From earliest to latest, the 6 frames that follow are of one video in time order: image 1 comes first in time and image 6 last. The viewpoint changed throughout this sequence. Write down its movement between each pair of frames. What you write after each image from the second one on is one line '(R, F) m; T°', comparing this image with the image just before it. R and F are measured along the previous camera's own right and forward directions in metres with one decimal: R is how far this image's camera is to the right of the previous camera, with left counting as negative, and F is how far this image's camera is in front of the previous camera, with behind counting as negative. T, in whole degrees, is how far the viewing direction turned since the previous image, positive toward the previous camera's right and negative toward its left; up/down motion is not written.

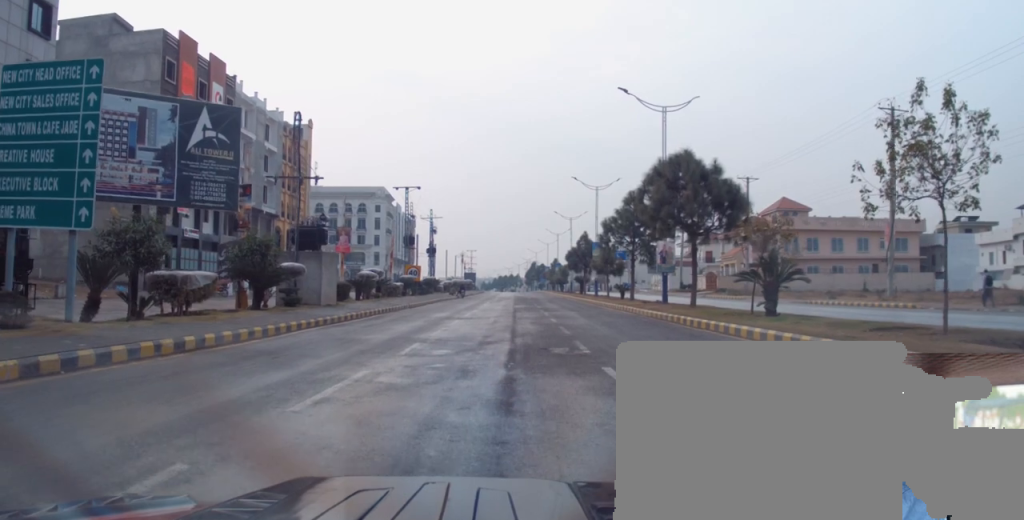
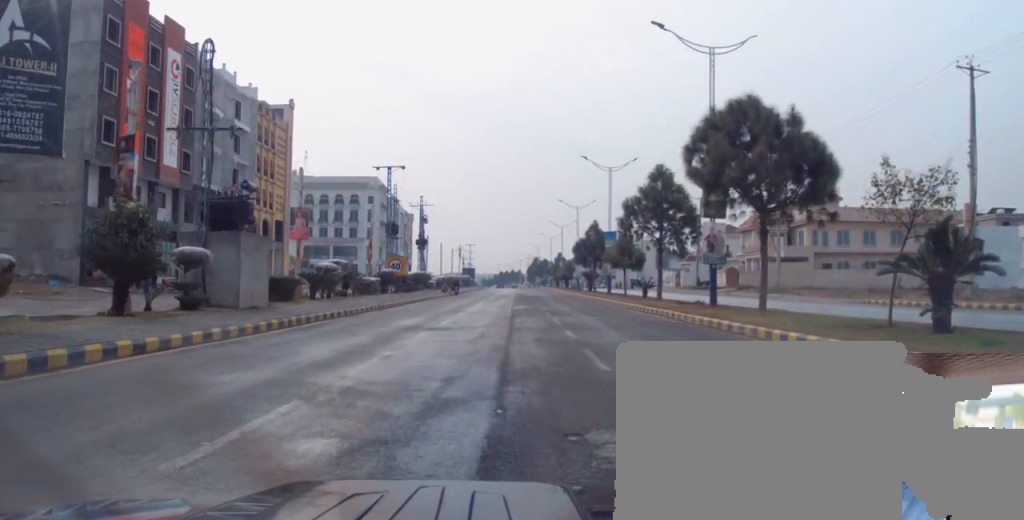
(-0.3, +8.7) m; -2°
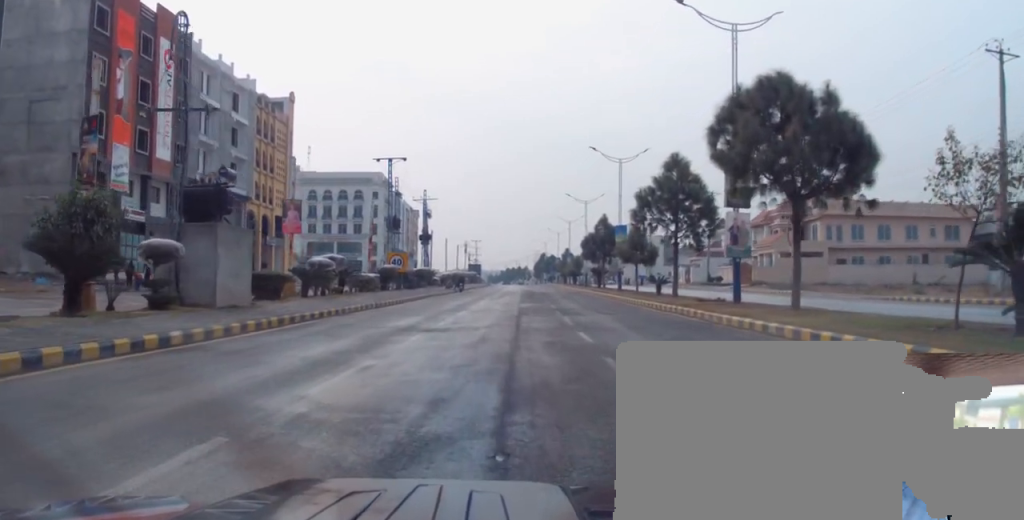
(+0.2, +2.0) m; 0°
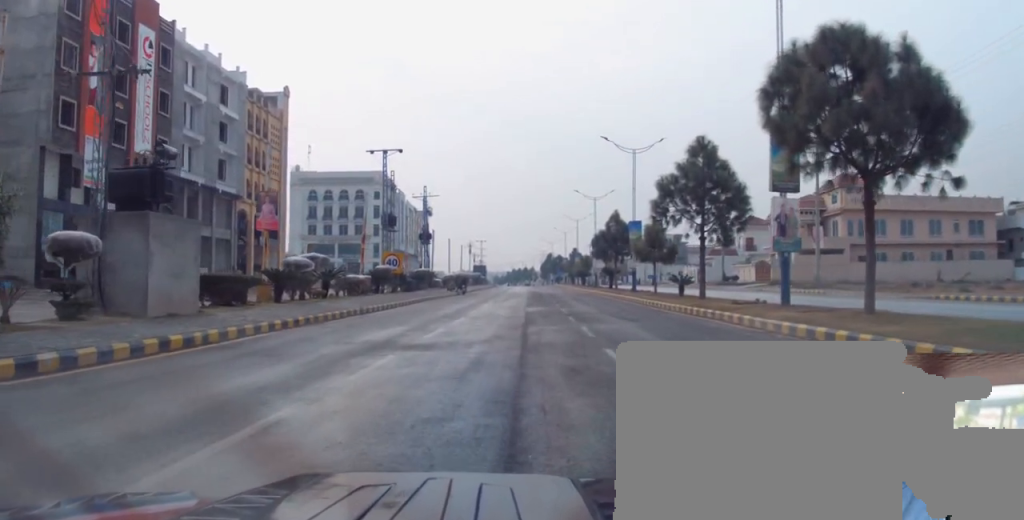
(-0.3, +3.9) m; -5°
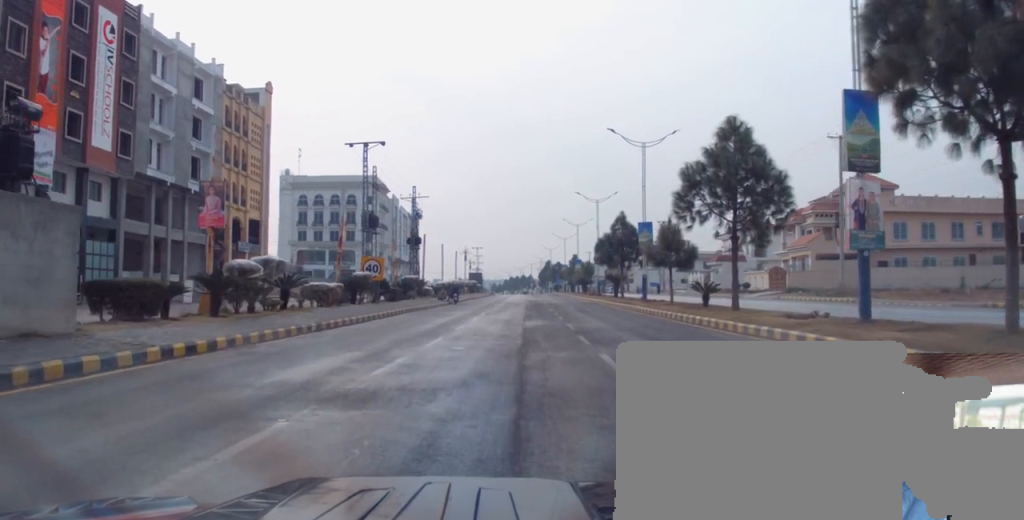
(0.0, +5.0) m; +6°
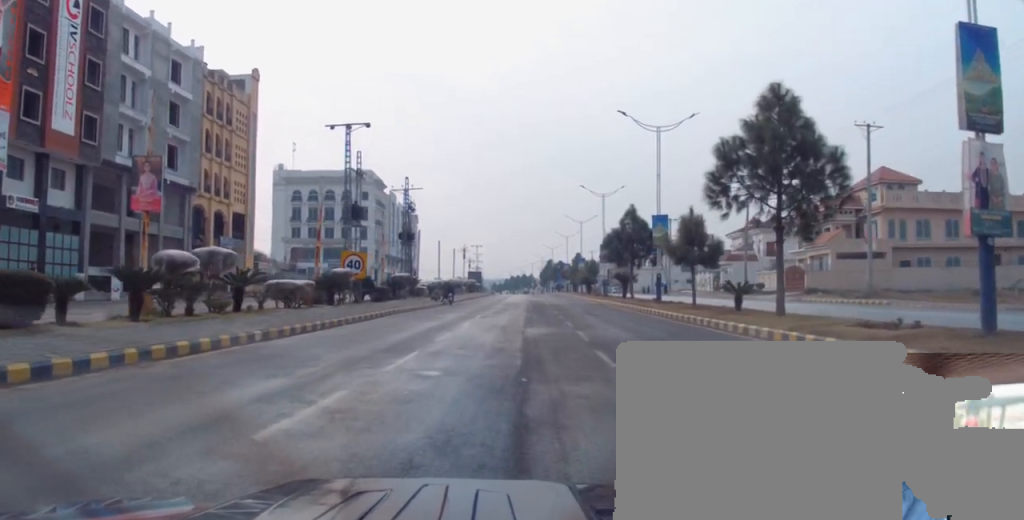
(+0.4, +4.4) m; +5°
